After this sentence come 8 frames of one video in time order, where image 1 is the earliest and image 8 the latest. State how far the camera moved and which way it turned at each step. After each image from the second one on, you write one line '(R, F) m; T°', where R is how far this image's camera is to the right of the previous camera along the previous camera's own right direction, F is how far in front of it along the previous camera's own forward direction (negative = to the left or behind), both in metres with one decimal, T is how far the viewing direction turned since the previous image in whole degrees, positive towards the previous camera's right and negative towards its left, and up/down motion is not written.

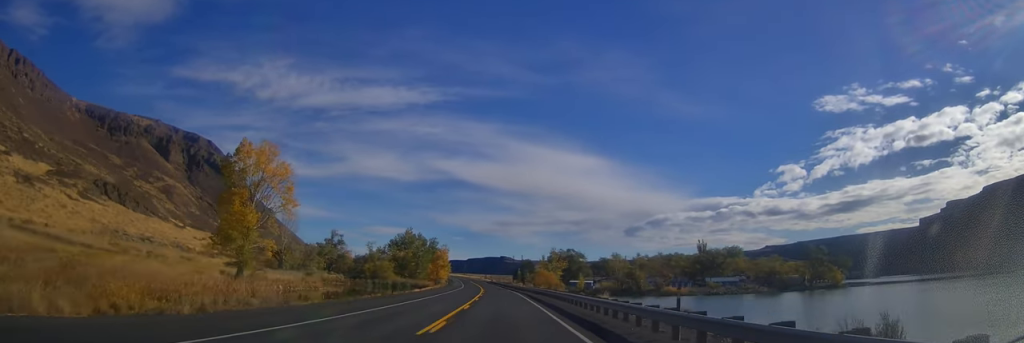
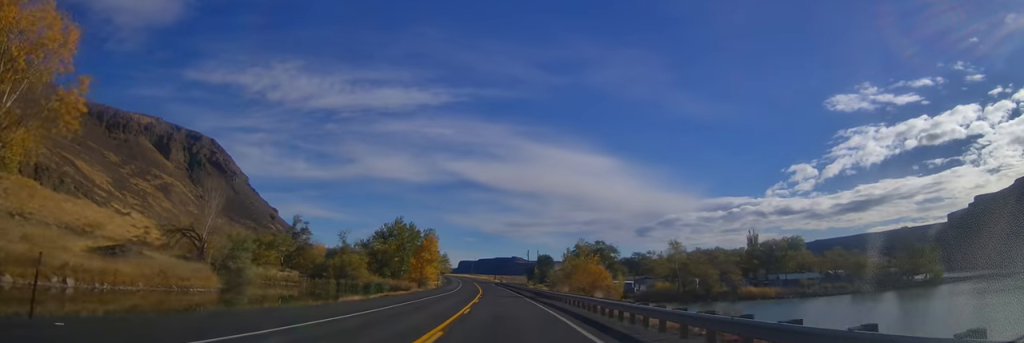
(+0.1, +39.9) m; -1°
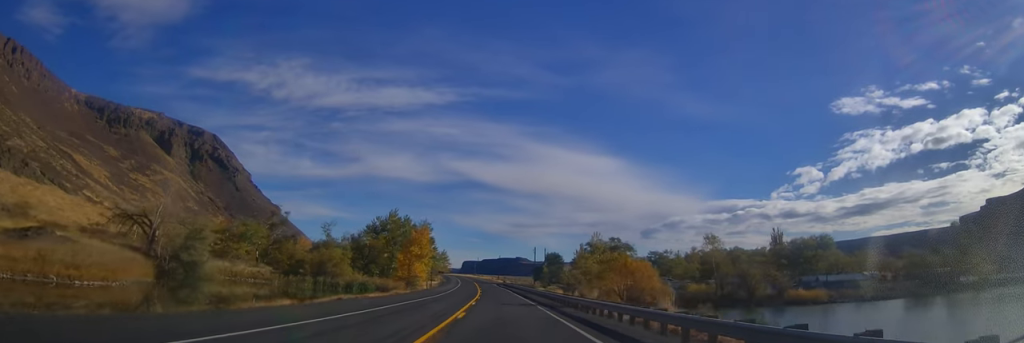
(-0.5, +15.3) m; -1°
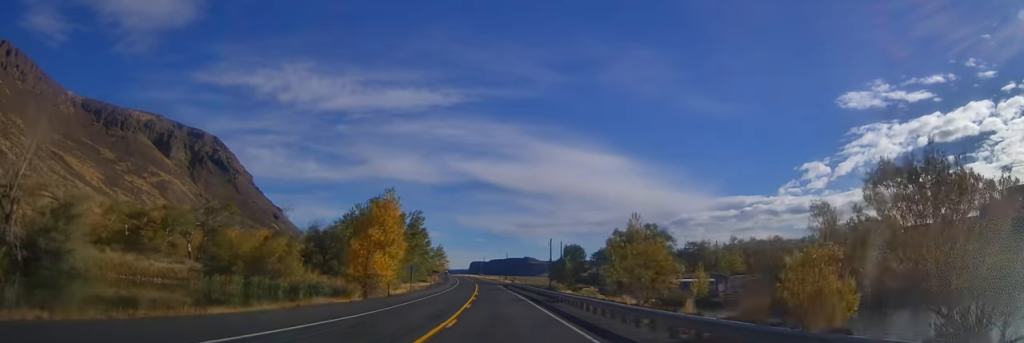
(-0.3, +27.8) m; -1°
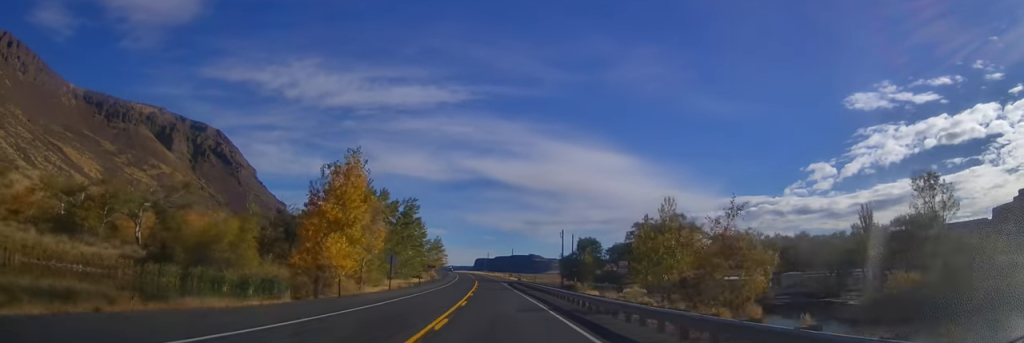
(+0.3, +14.4) m; 0°
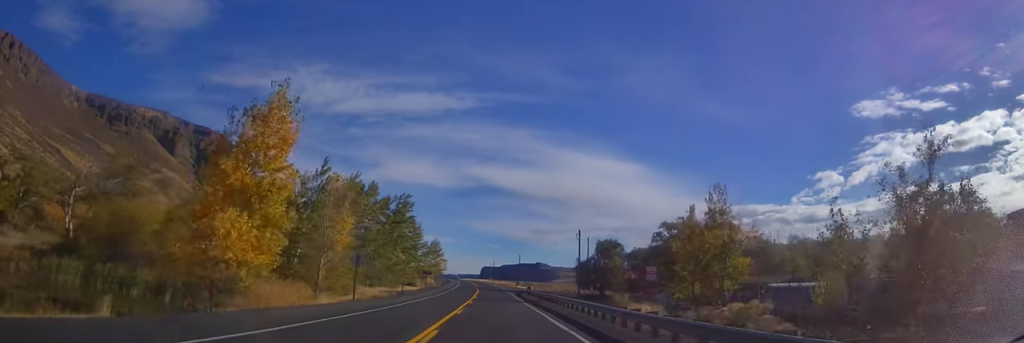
(-0.2, +14.6) m; 0°
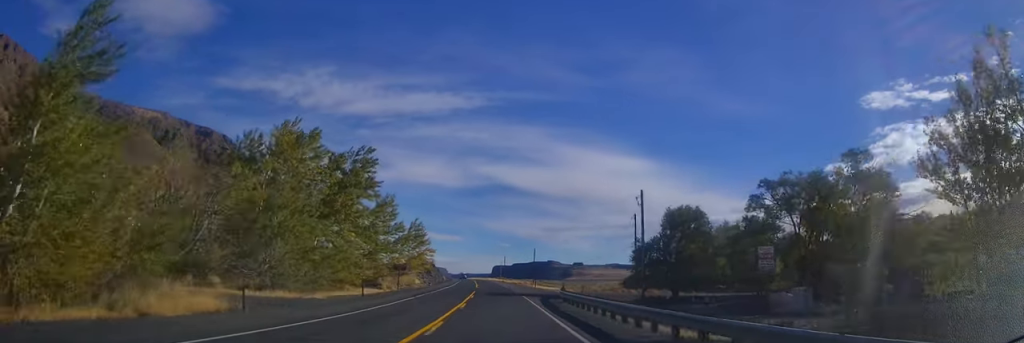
(-0.3, +34.0) m; -2°
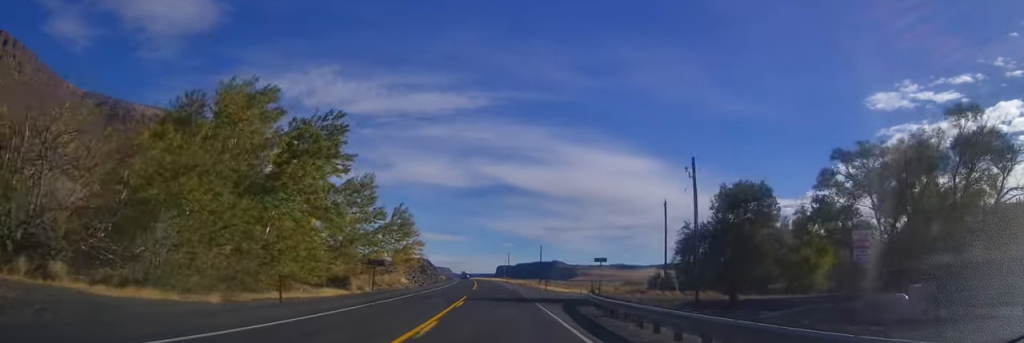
(+0.1, +13.6) m; -1°
